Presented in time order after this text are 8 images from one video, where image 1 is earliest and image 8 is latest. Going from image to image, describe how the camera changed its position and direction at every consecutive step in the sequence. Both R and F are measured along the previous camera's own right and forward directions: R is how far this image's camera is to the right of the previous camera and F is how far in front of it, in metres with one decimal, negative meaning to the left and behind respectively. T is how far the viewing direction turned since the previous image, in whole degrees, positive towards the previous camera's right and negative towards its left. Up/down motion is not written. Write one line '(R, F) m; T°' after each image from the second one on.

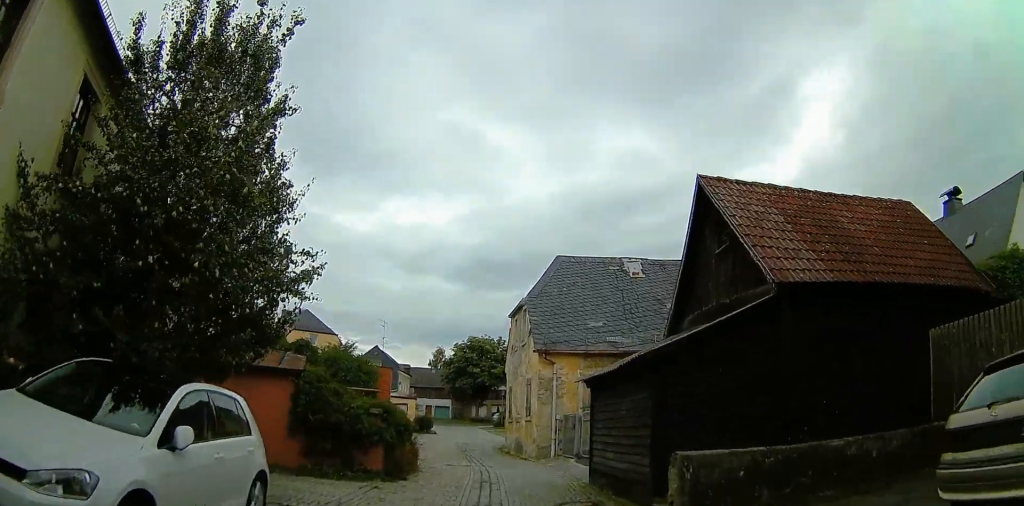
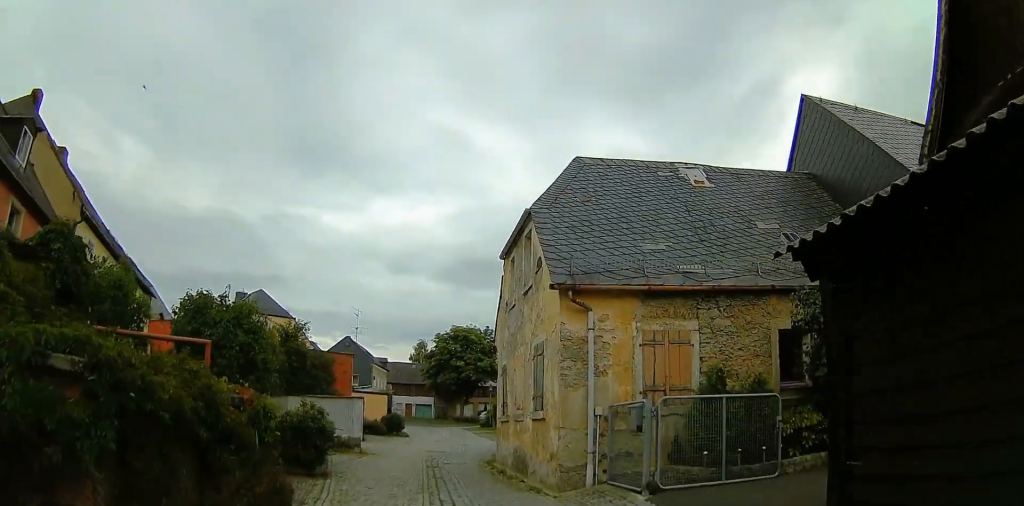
(+0.8, +8.9) m; +5°
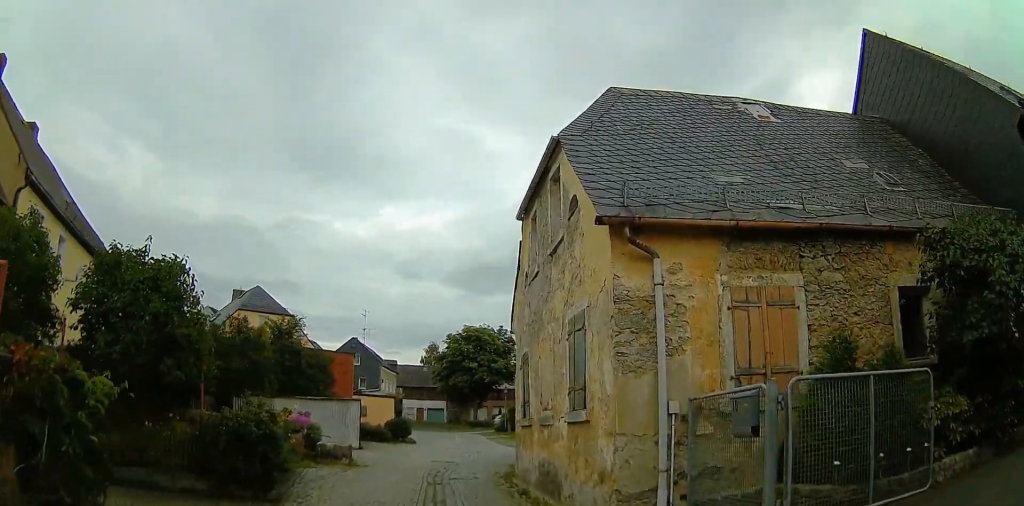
(0.0, +3.8) m; -2°
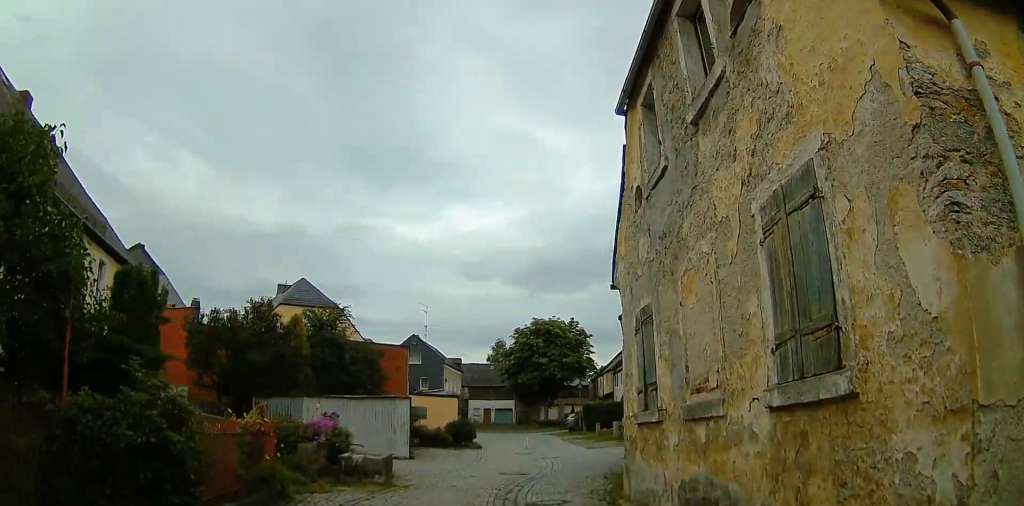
(0.0, +4.8) m; -9°
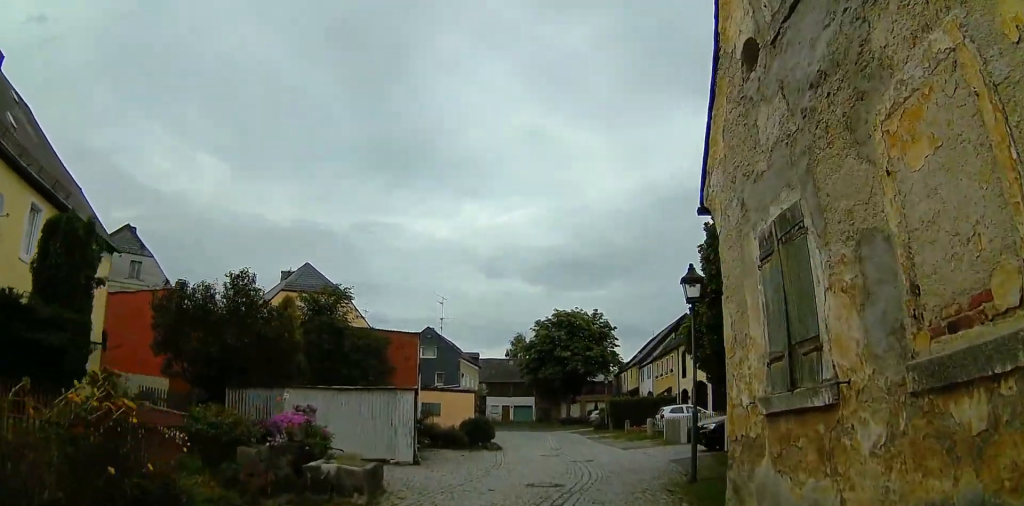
(-0.5, +3.7) m; -7°
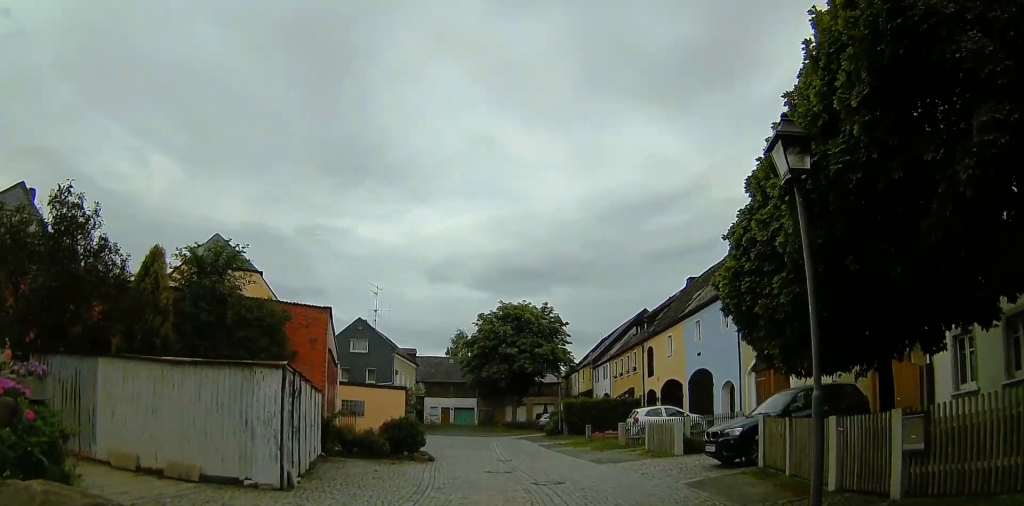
(-0.2, +6.8) m; 0°
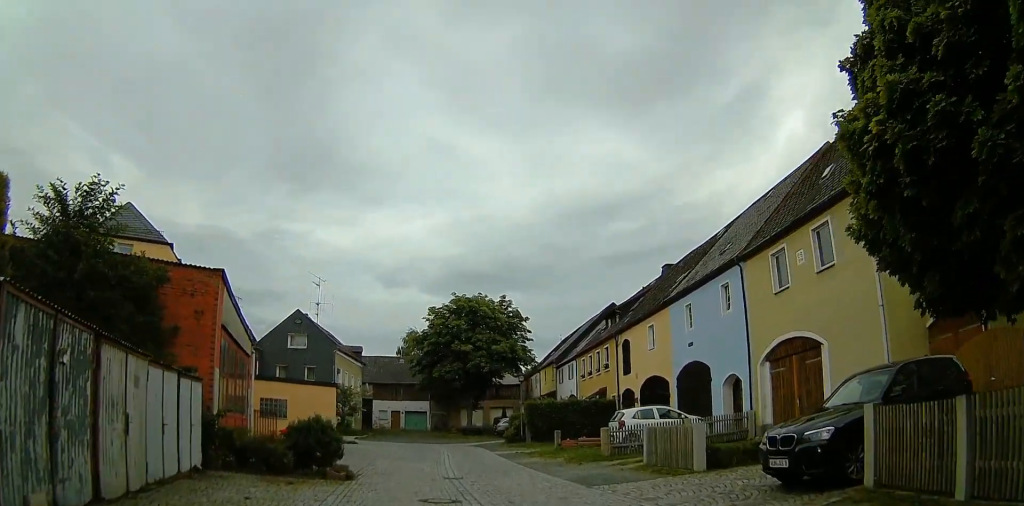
(+0.7, +5.7) m; +16°
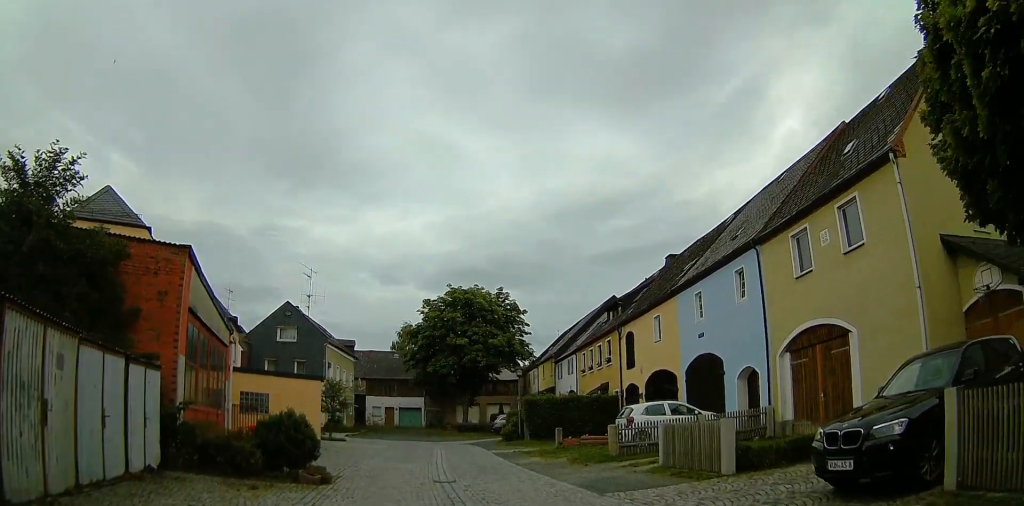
(+0.6, +1.8) m; +1°
